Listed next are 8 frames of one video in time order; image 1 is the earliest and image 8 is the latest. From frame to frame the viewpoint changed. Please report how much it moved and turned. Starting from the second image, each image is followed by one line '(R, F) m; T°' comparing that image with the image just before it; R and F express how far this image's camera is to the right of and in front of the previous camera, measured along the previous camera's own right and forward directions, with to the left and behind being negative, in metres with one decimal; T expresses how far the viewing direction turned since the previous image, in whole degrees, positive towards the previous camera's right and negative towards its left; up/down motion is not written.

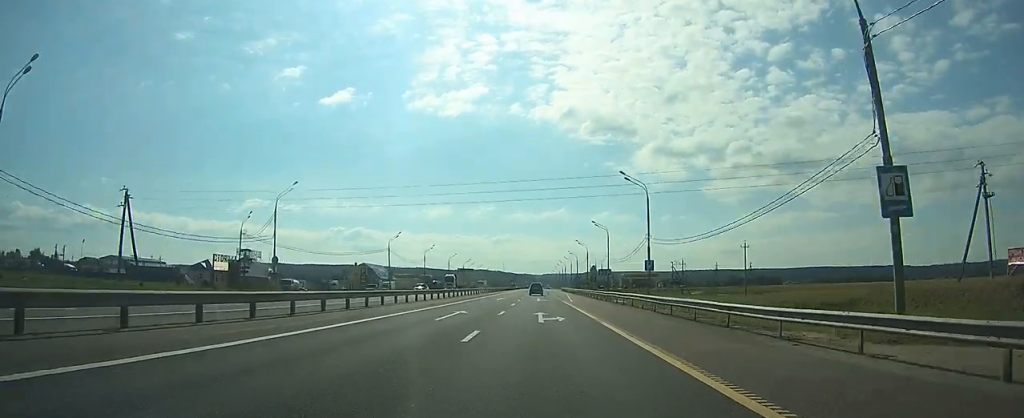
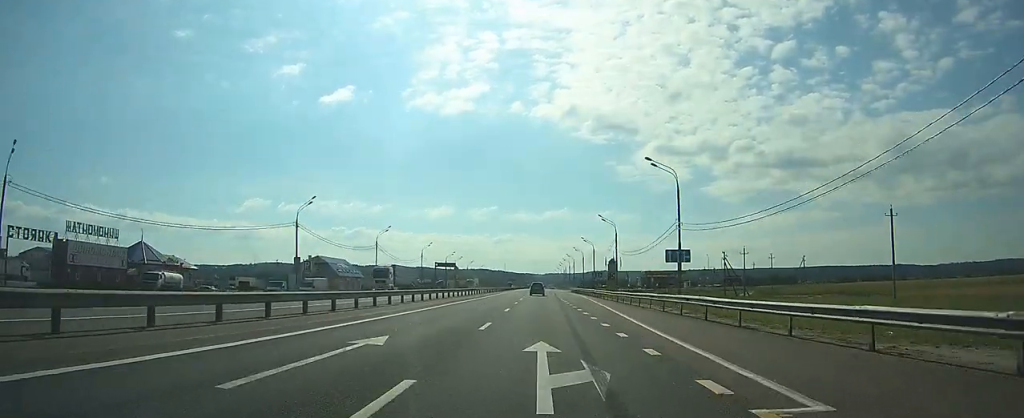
(-0.1, +44.1) m; 0°
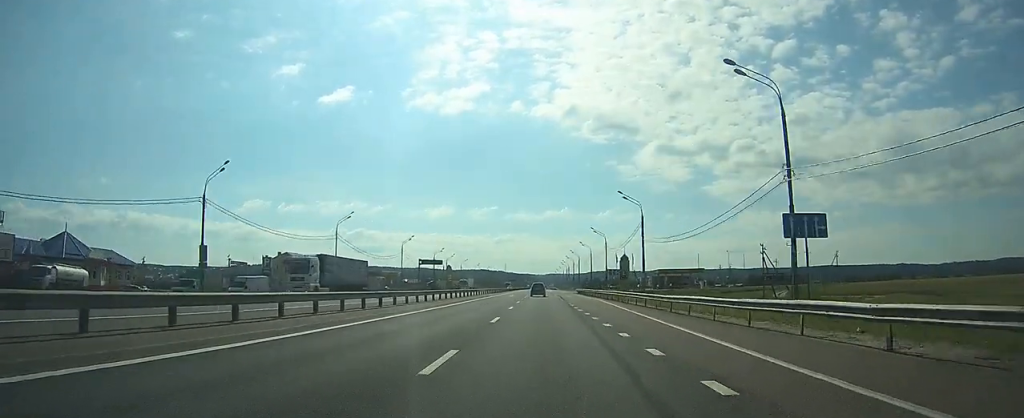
(0.0, +20.3) m; 0°
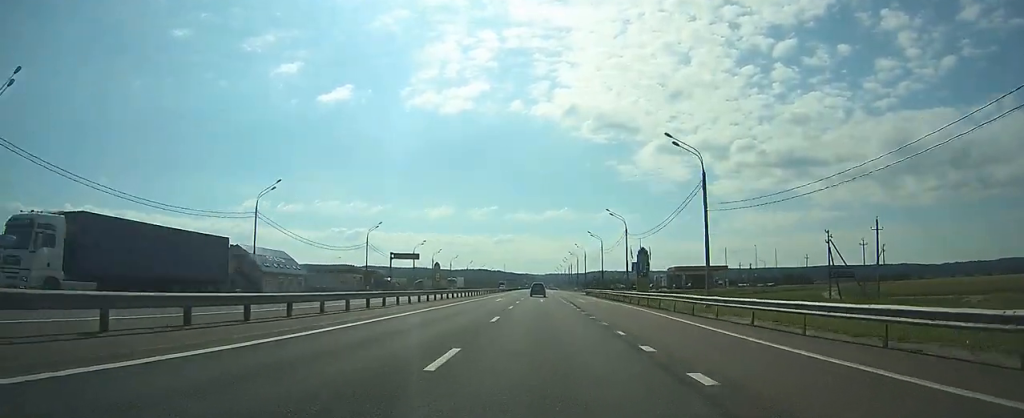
(+0.1, +23.3) m; 0°
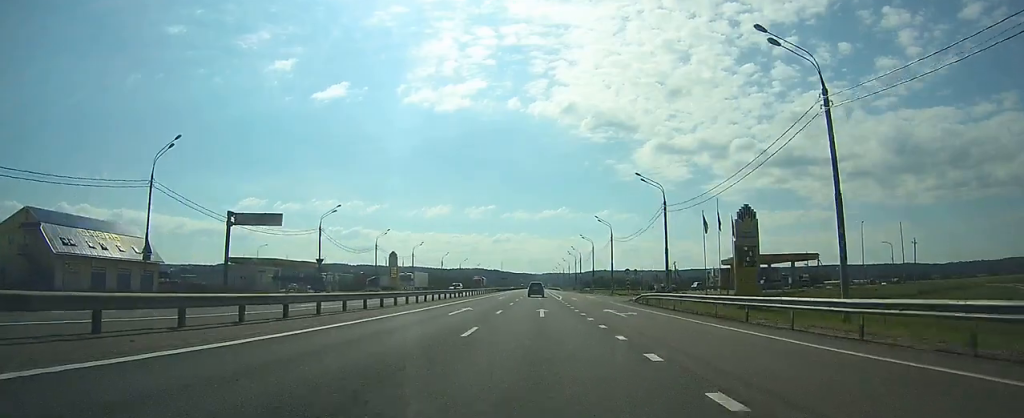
(+0.1, +53.7) m; 0°
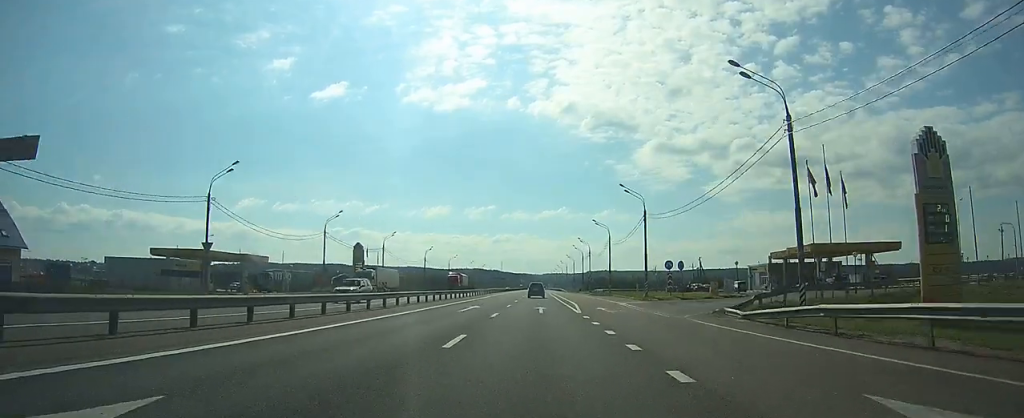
(+0.1, +26.2) m; 0°
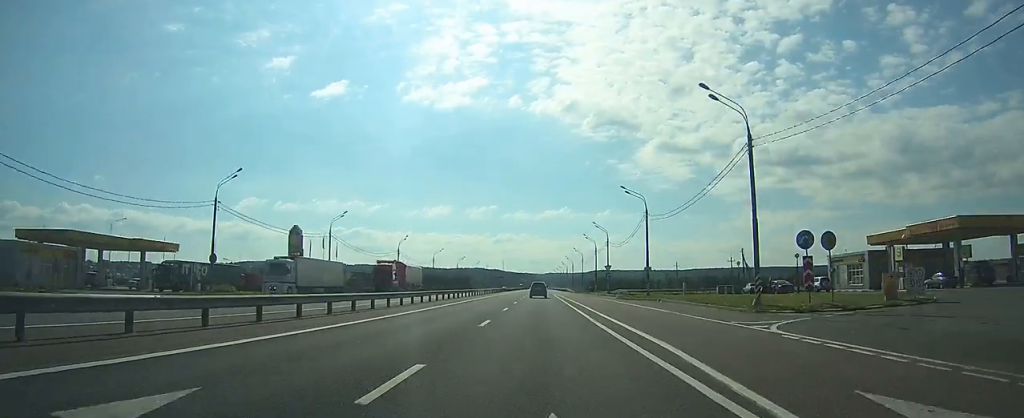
(0.0, +29.2) m; 0°
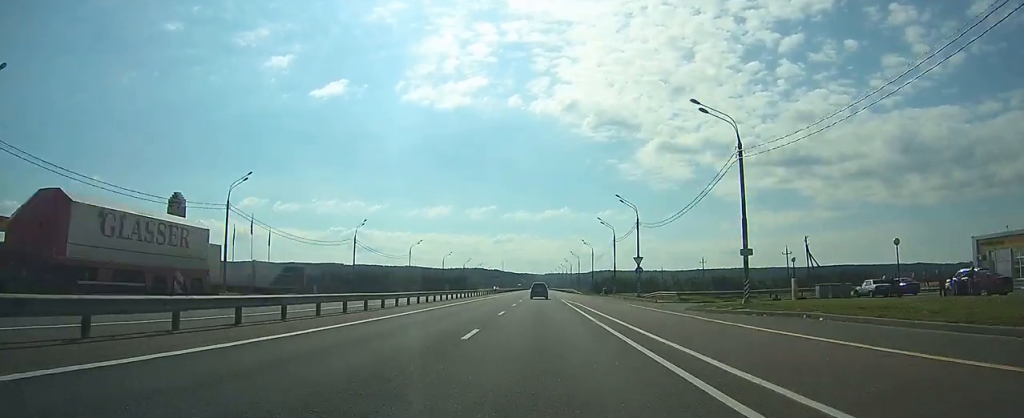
(-0.1, +28.1) m; 0°
